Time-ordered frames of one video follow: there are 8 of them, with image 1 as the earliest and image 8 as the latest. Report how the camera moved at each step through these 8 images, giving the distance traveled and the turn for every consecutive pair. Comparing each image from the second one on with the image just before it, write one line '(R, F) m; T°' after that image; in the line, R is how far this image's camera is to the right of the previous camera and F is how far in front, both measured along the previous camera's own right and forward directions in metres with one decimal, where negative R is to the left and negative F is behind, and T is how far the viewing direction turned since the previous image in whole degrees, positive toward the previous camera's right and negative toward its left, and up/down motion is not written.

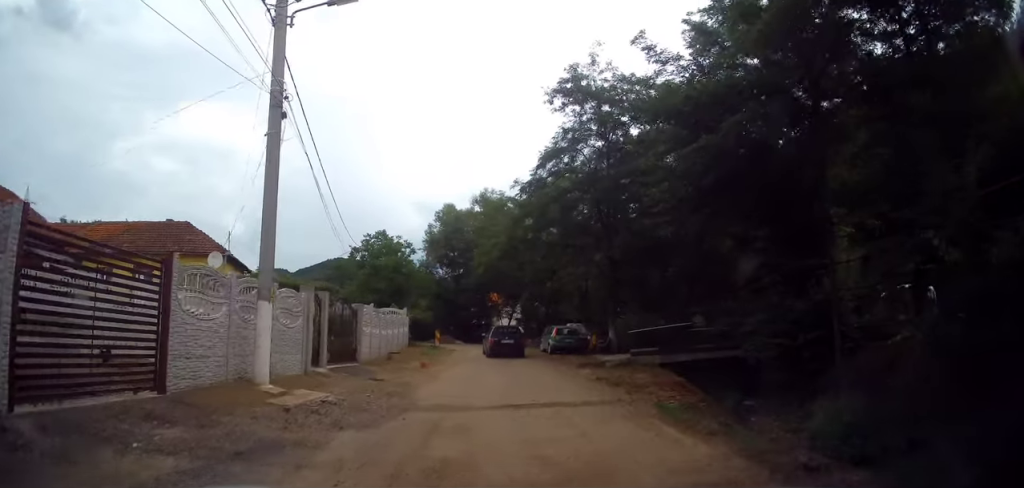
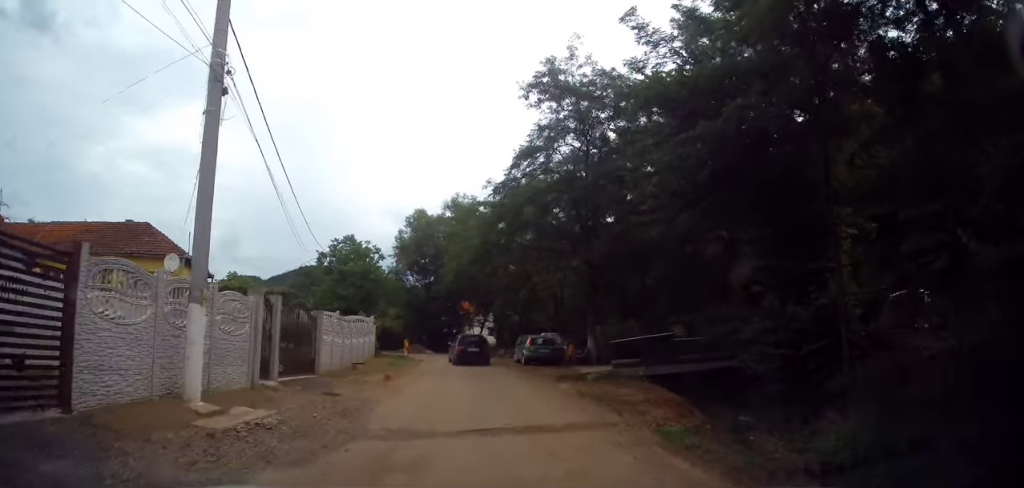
(0.0, +1.7) m; +1°
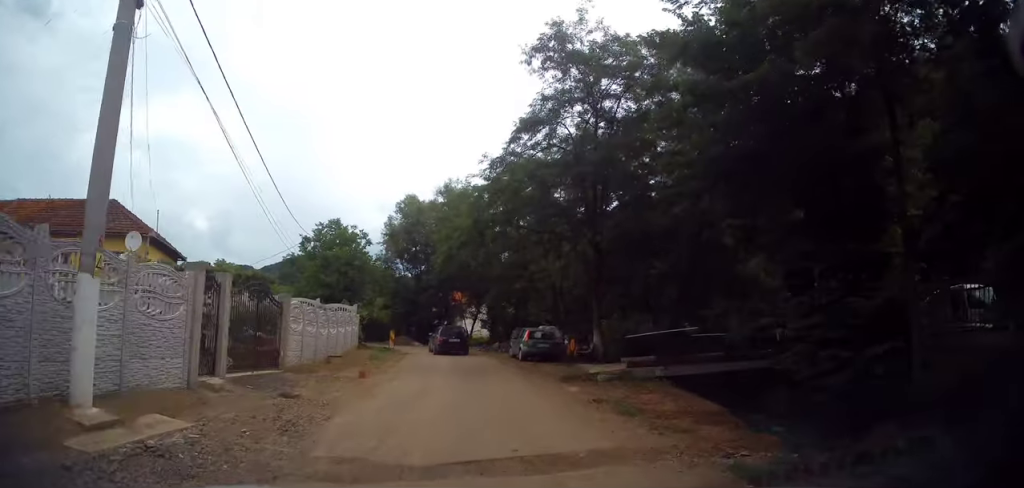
(0.0, +2.7) m; +2°
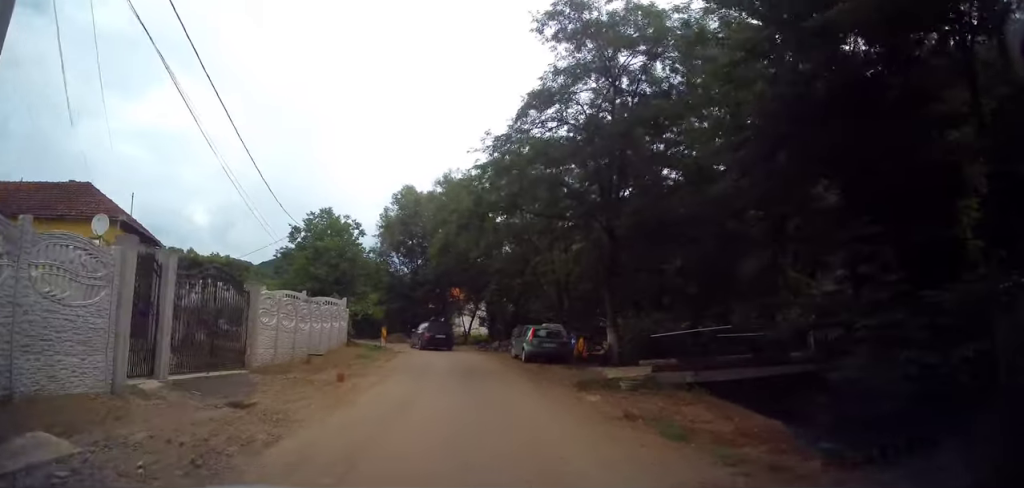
(+0.1, +2.3) m; 0°
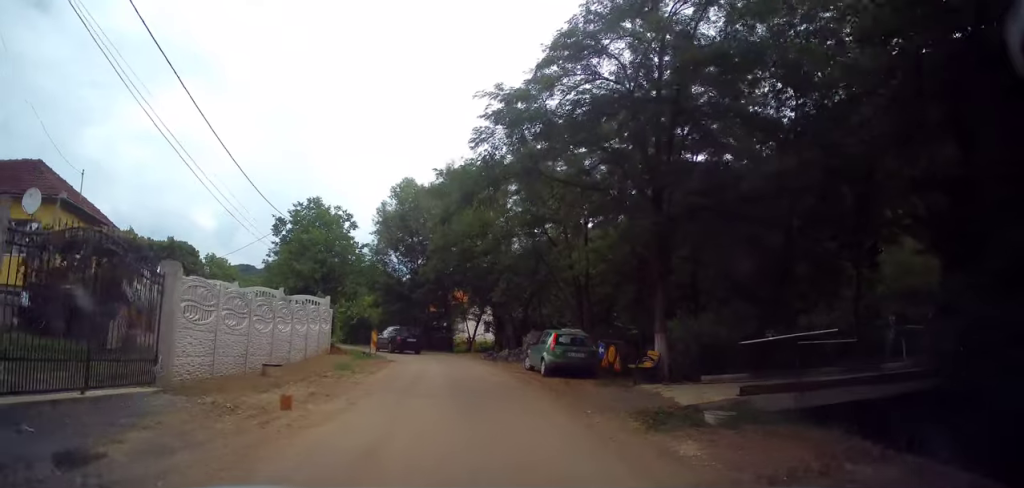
(0.0, +4.0) m; 0°
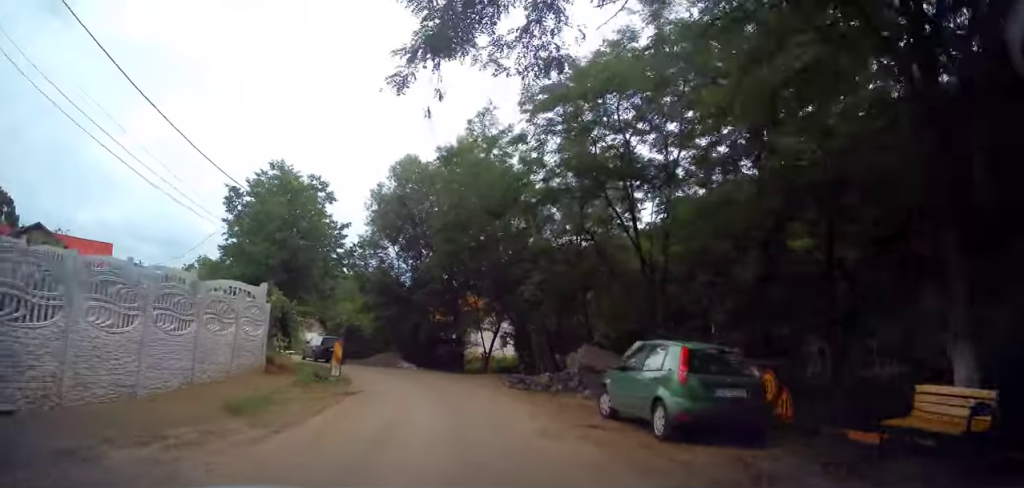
(+0.2, +8.8) m; +2°
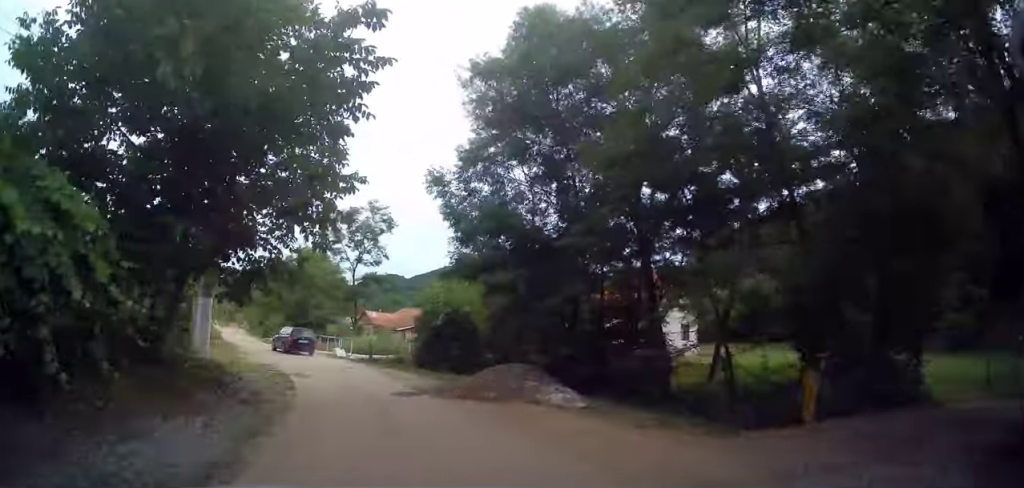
(-2.5, +16.4) m; -20°
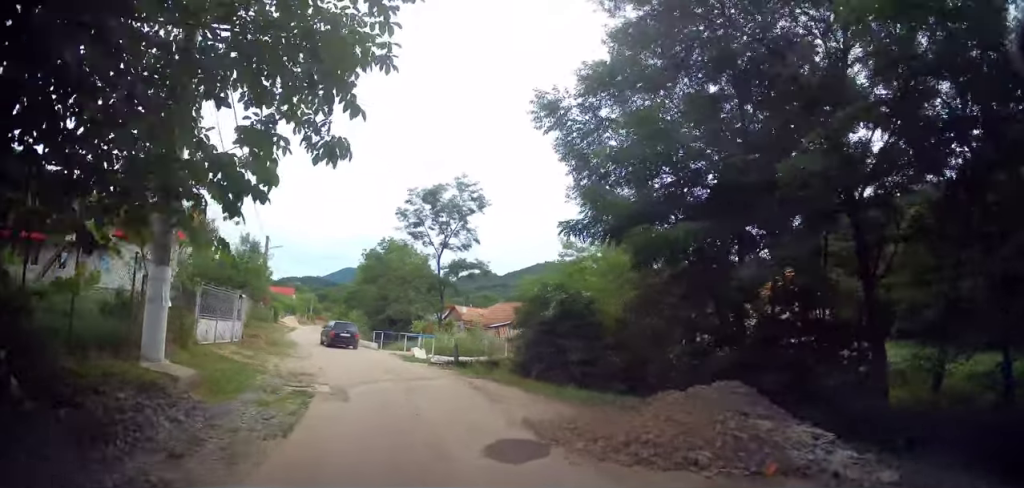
(-0.4, +6.2) m; -6°
